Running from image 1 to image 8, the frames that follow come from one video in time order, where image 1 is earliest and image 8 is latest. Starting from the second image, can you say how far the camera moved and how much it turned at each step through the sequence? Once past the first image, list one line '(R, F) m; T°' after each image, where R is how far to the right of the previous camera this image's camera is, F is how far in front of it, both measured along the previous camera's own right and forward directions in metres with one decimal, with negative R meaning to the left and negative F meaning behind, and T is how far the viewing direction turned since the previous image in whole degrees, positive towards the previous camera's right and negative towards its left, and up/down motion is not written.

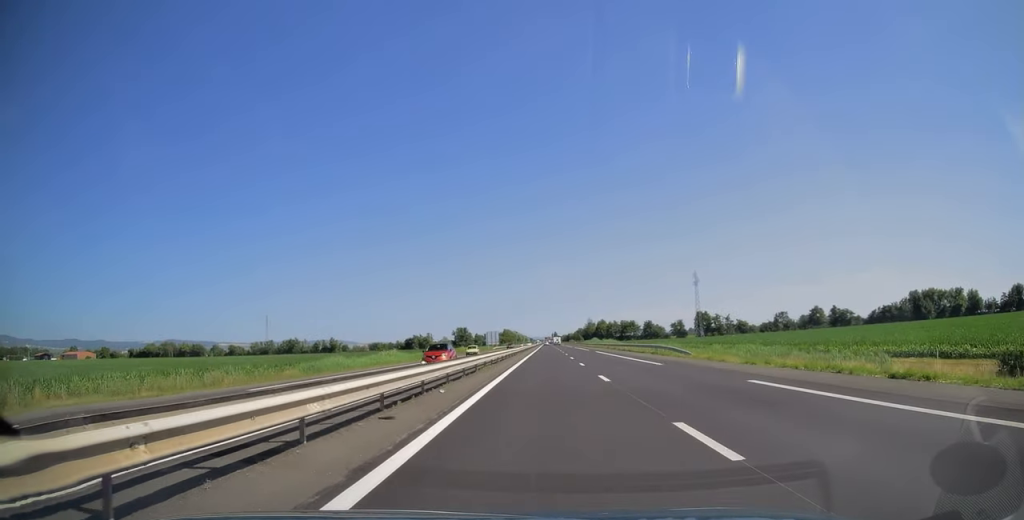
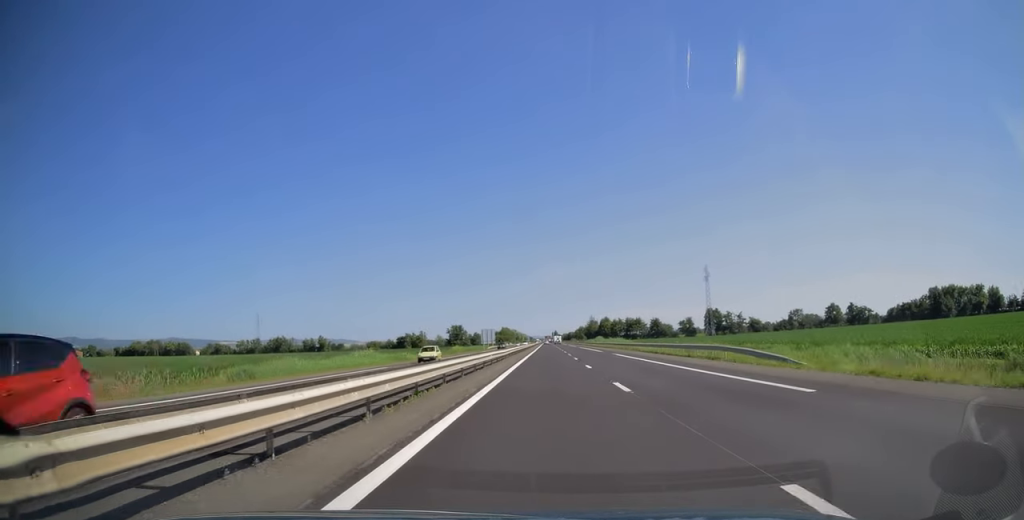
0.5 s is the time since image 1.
(0.0, +17.2) m; 0°
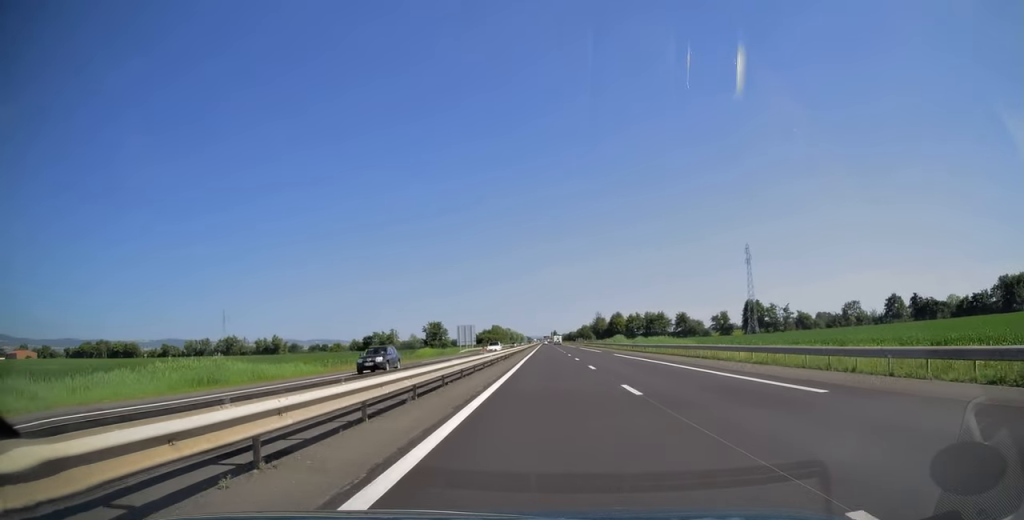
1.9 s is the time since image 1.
(0.0, +52.6) m; 0°
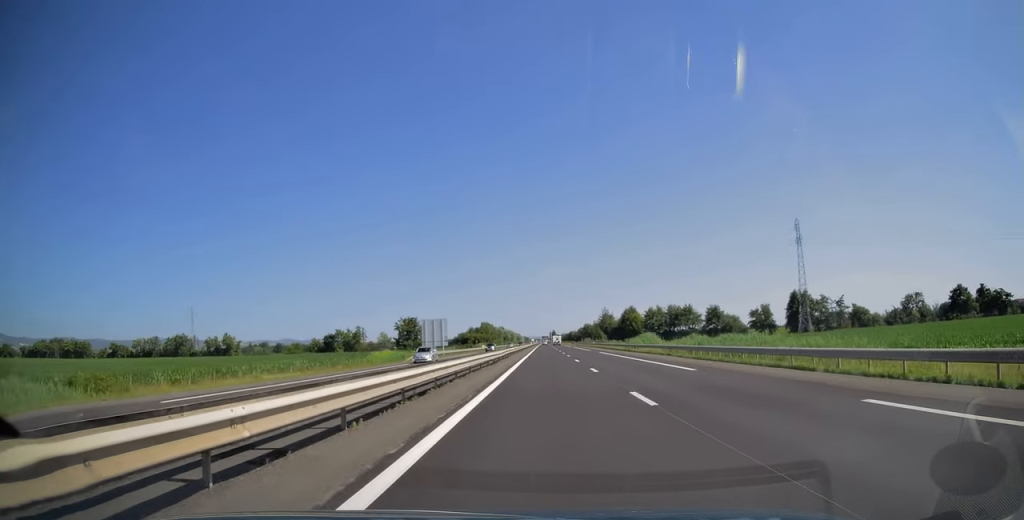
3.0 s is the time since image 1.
(0.0, +40.9) m; 0°
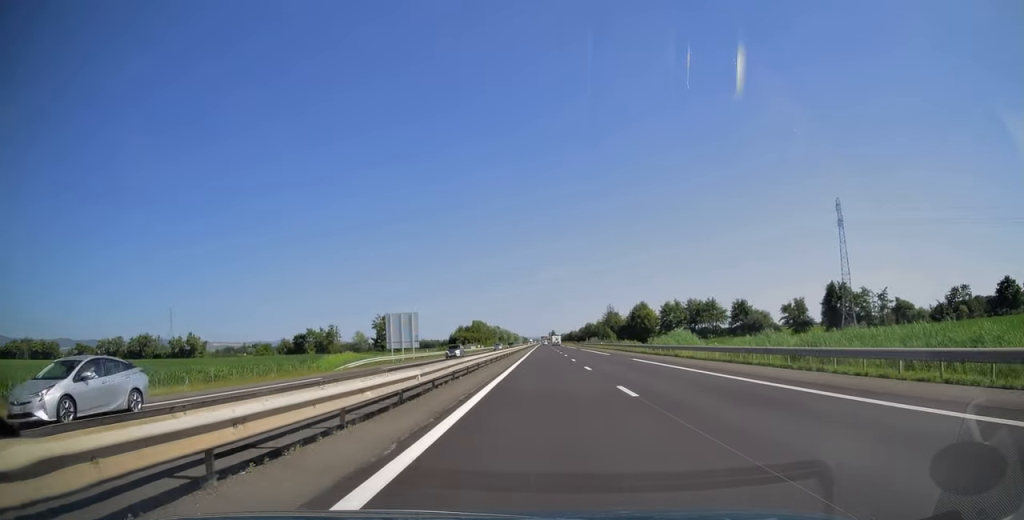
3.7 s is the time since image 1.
(+0.1, +23.9) m; 0°
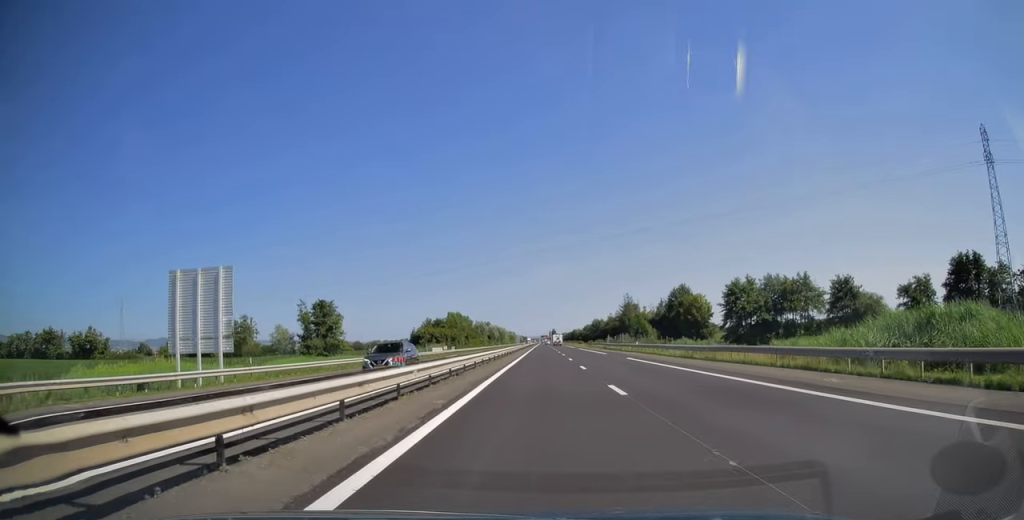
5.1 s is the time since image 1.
(0.0, +51.5) m; 0°
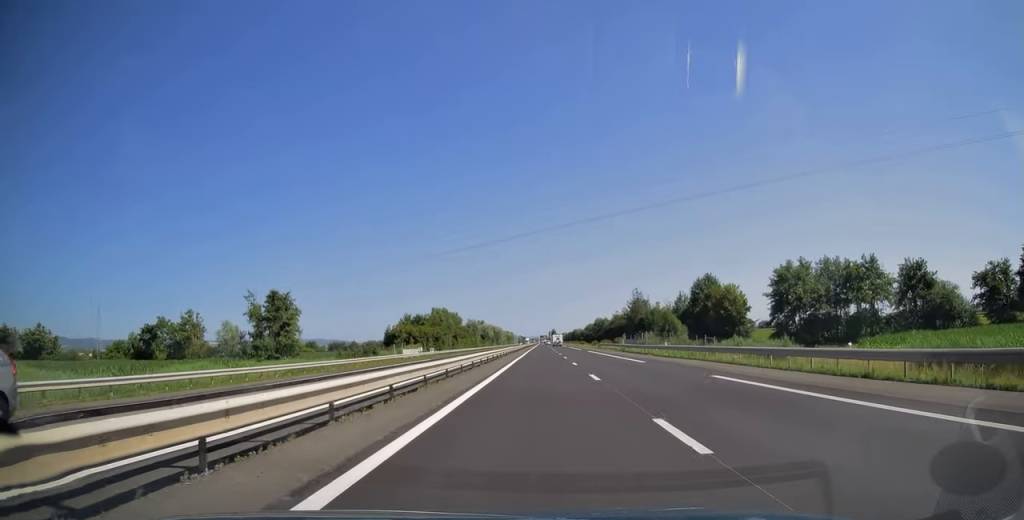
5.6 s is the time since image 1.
(0.0, +20.2) m; 0°
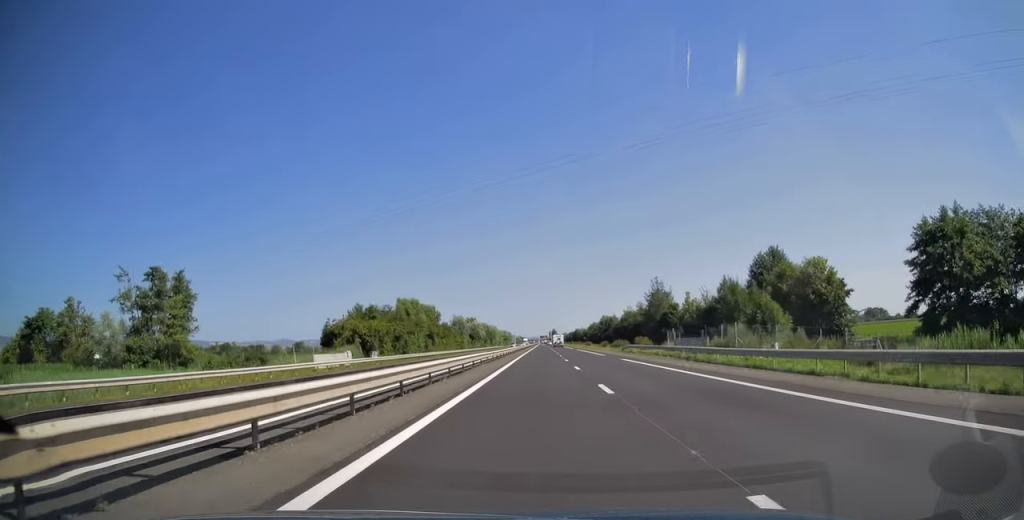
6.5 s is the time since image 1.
(+0.1, +30.7) m; 0°
